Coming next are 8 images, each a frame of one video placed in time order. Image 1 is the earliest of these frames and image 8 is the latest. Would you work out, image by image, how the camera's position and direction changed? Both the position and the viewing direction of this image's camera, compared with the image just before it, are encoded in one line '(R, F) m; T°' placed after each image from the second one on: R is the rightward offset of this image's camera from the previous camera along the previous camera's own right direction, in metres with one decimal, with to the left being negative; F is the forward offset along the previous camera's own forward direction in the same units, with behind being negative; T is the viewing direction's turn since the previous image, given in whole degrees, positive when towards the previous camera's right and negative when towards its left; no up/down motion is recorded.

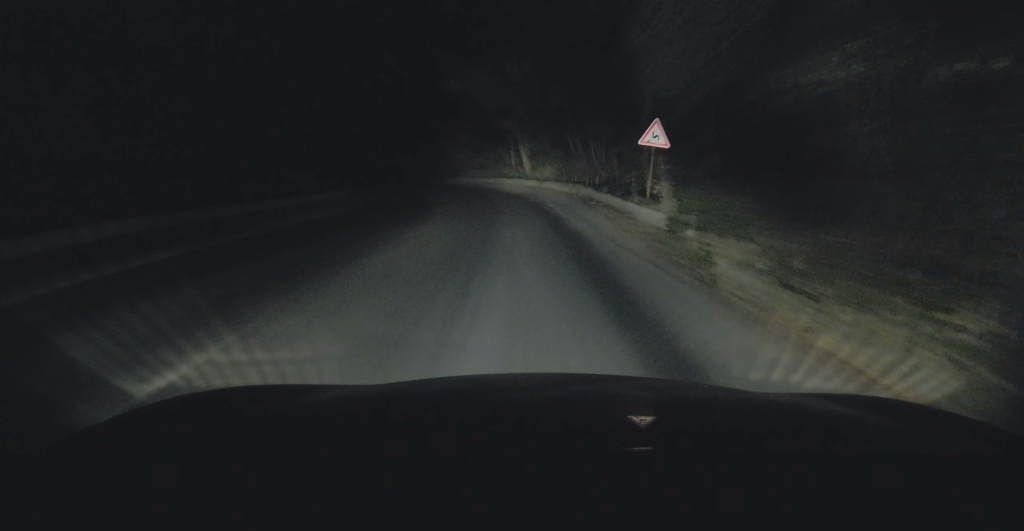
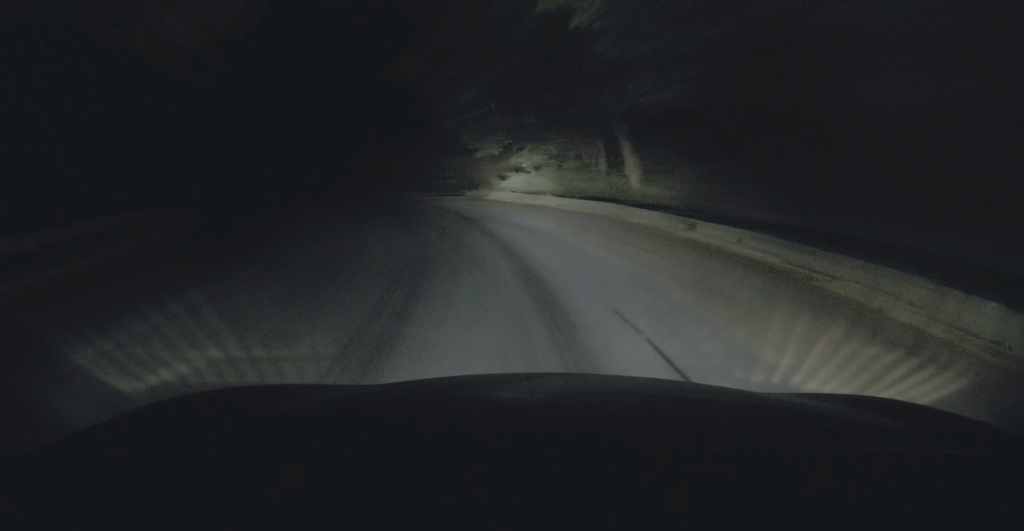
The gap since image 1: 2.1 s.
(-0.5, +27.0) m; -8°
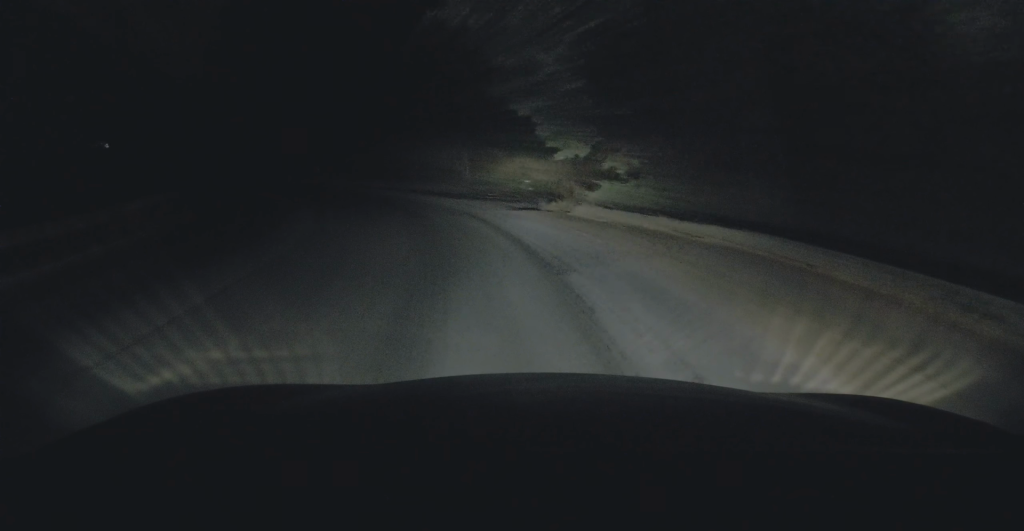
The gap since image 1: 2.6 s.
(0.0, +7.1) m; -6°
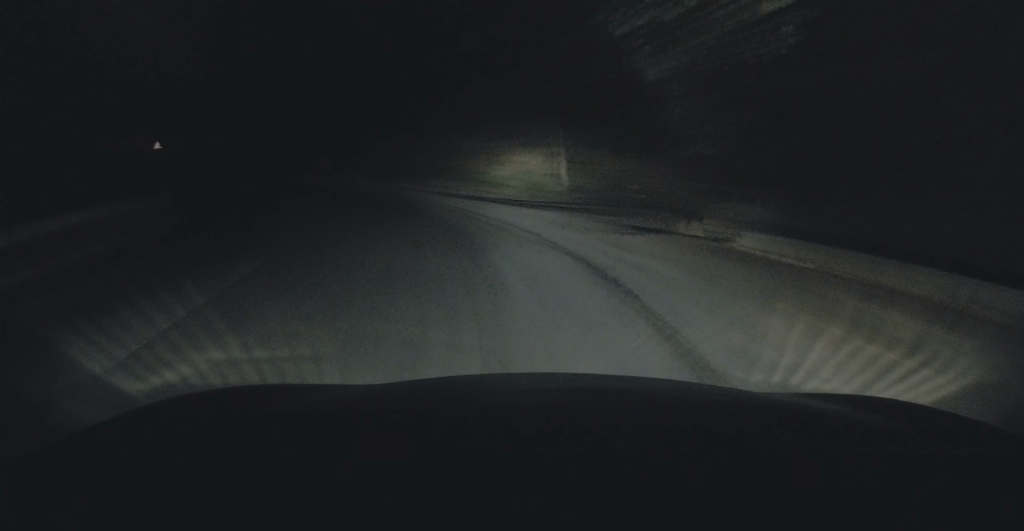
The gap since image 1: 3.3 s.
(-0.8, +7.6) m; -9°
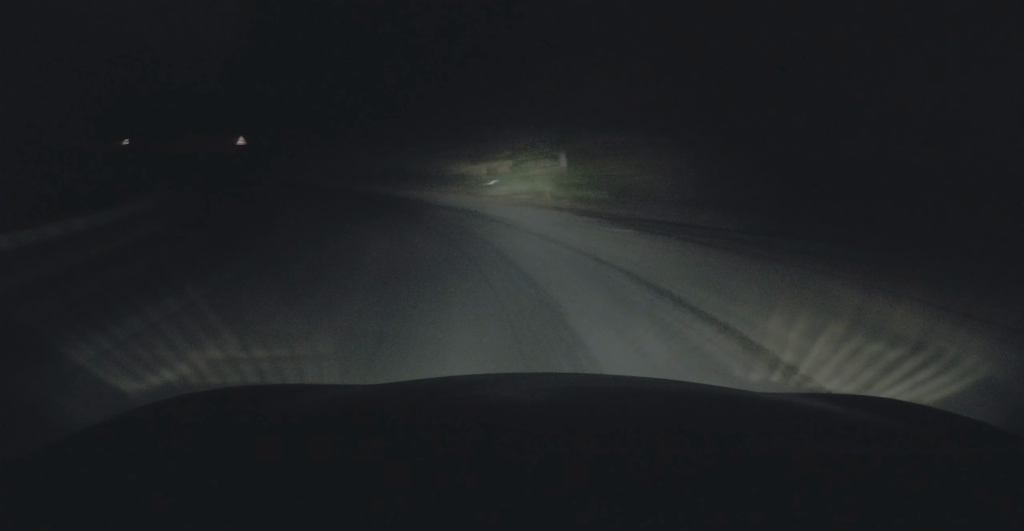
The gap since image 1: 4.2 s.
(-1.5, +11.4) m; -12°
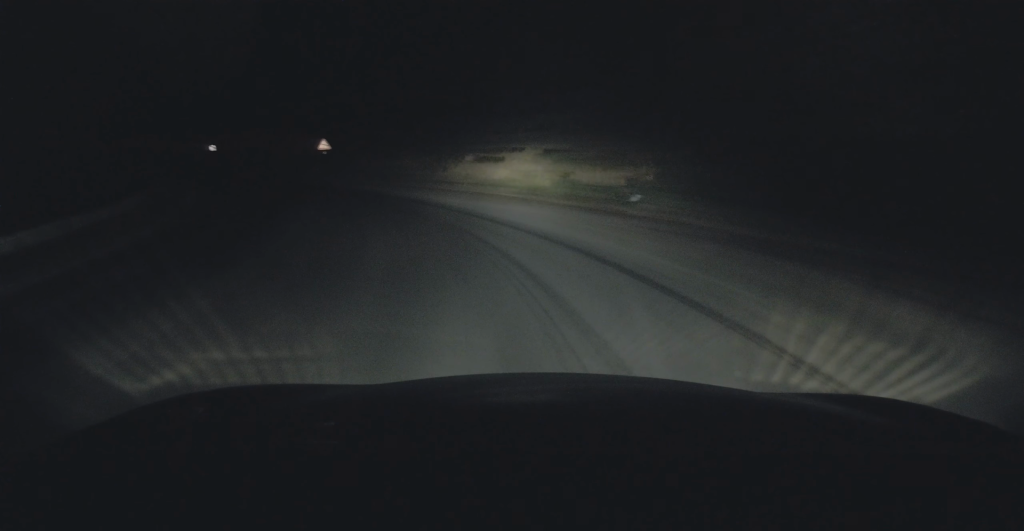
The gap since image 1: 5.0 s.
(-0.6, +8.8) m; -8°
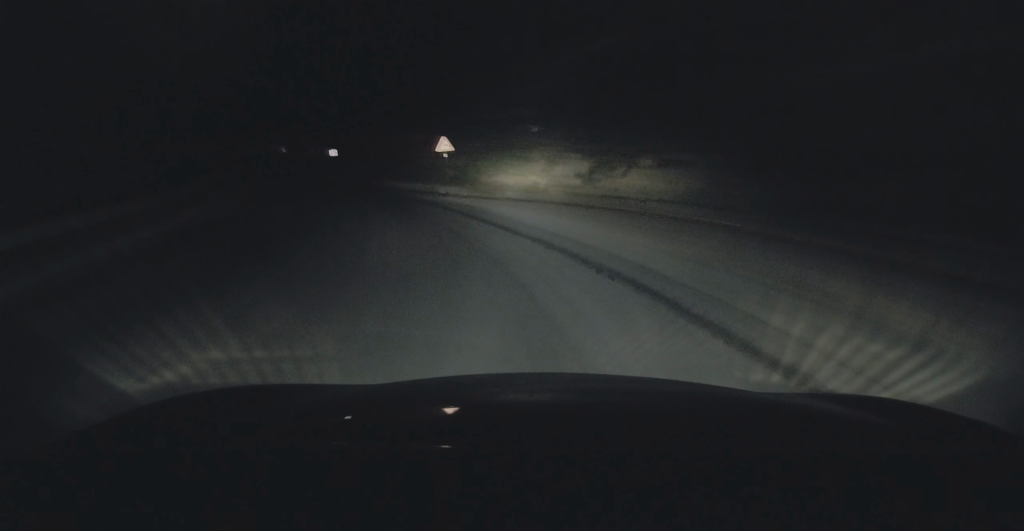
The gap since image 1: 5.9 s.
(-0.8, +11.4) m; -12°
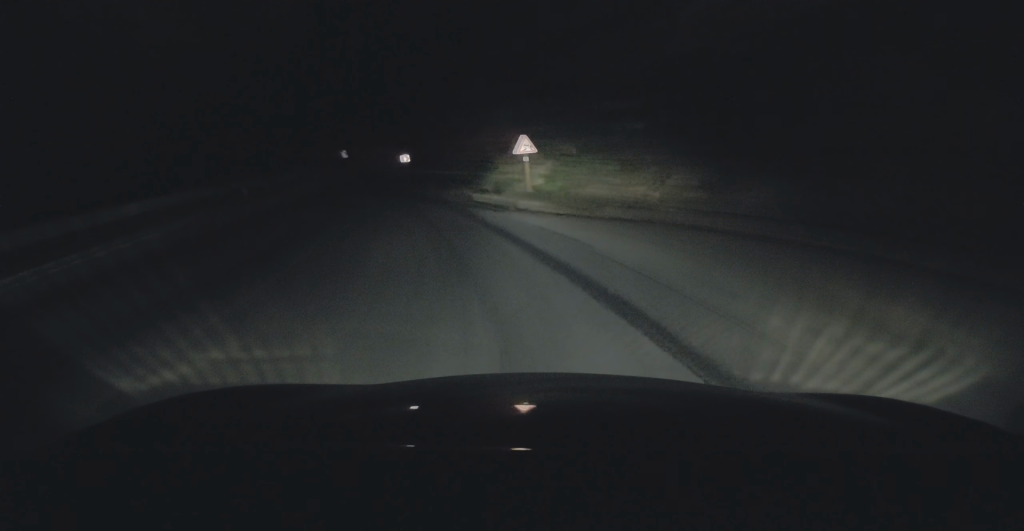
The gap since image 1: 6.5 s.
(-0.4, +7.1) m; -9°
